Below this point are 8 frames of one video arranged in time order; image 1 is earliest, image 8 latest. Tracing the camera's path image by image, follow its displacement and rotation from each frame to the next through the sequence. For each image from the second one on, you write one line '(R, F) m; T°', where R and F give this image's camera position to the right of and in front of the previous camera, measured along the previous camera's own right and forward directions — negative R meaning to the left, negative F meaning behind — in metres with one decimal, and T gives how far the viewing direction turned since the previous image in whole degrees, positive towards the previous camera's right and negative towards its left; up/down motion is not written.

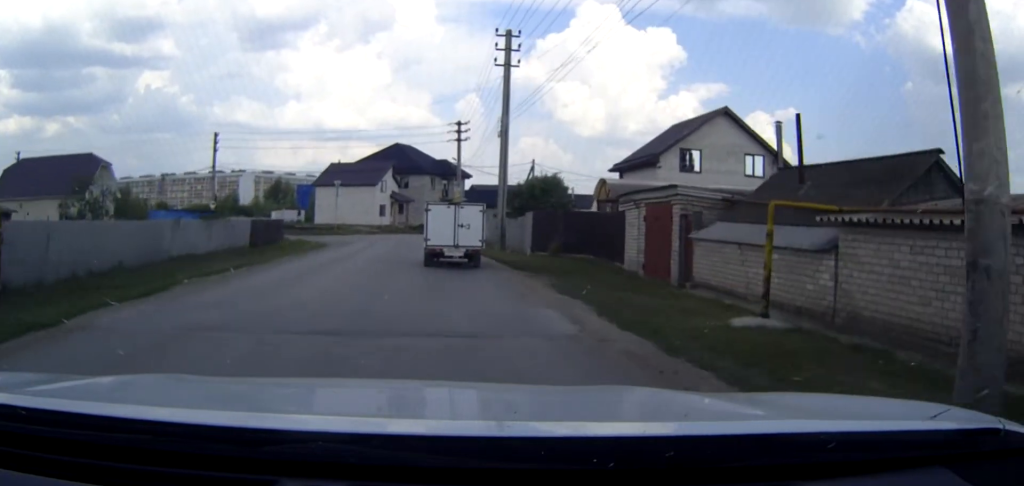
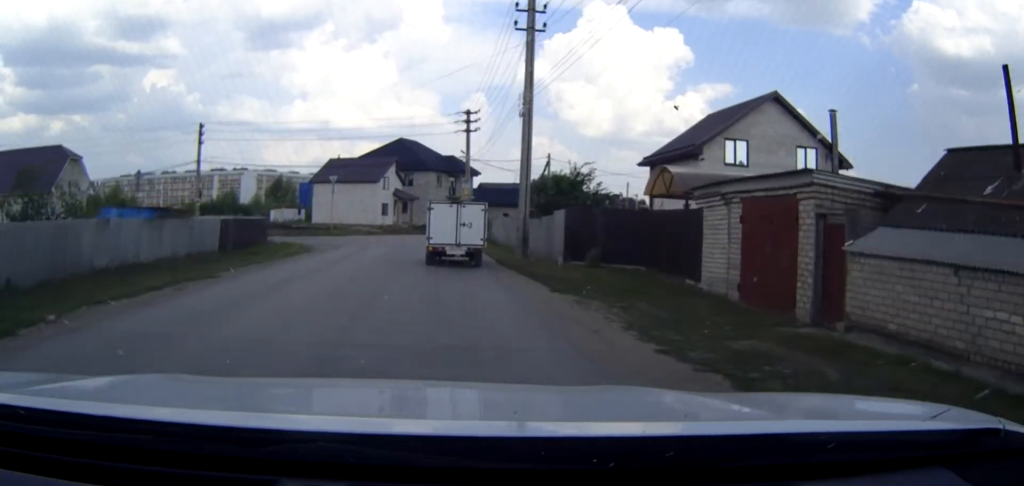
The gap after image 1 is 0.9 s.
(+0.1, +7.0) m; 0°
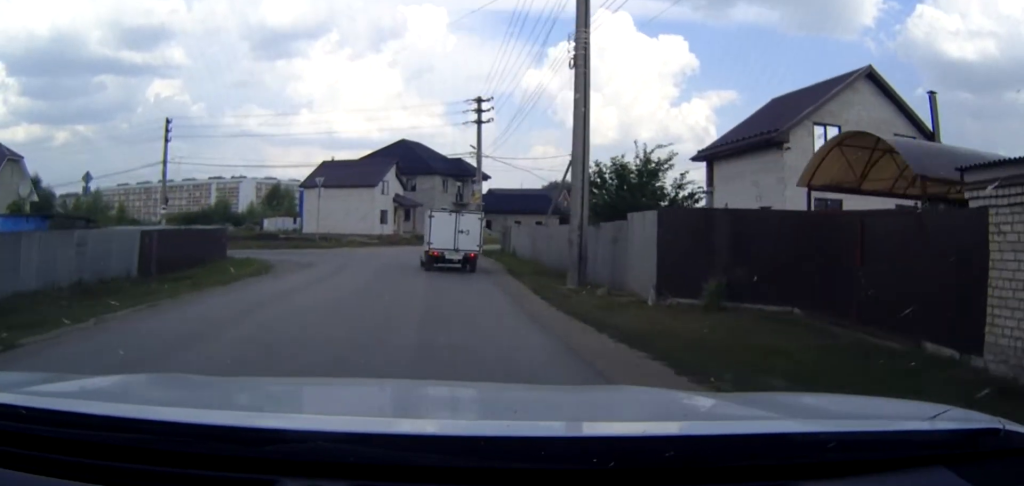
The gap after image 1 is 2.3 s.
(-0.1, +10.3) m; -1°
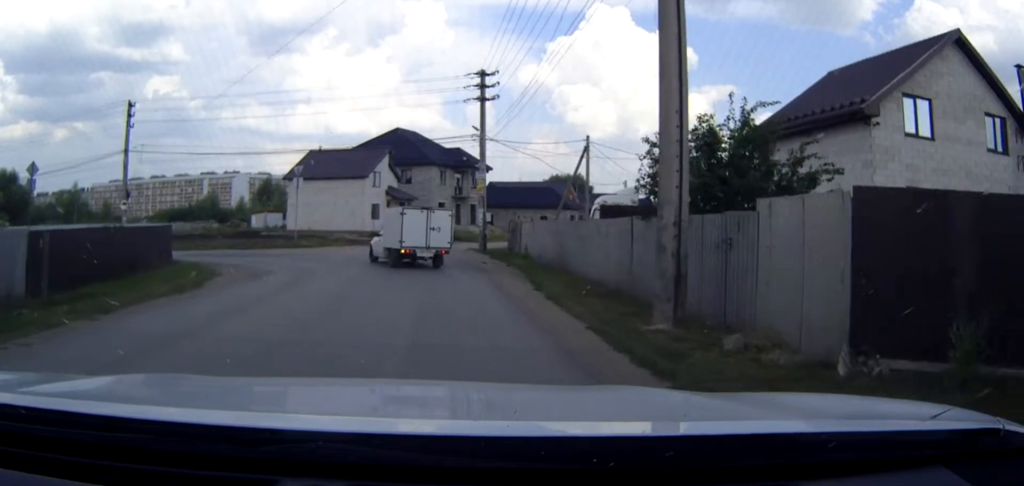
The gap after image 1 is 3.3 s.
(0.0, +7.1) m; 0°
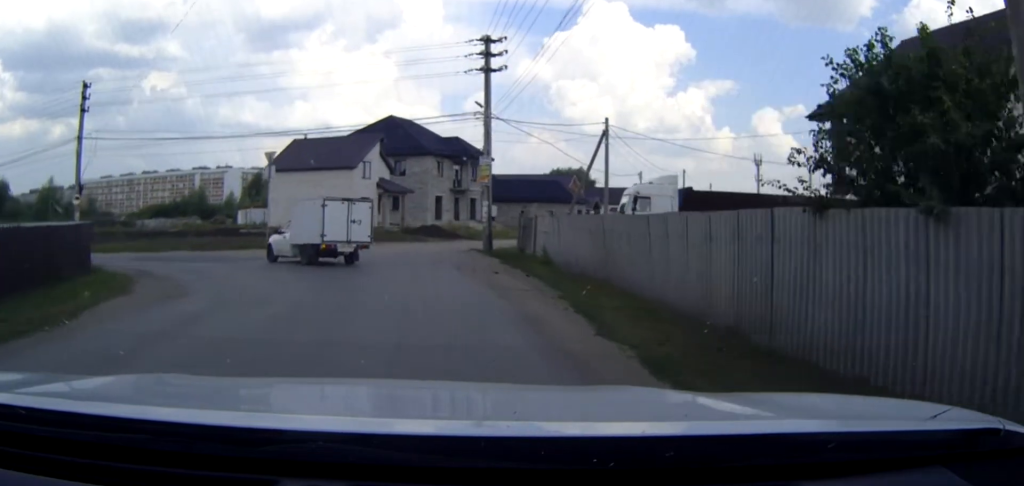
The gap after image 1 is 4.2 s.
(0.0, +6.6) m; 0°
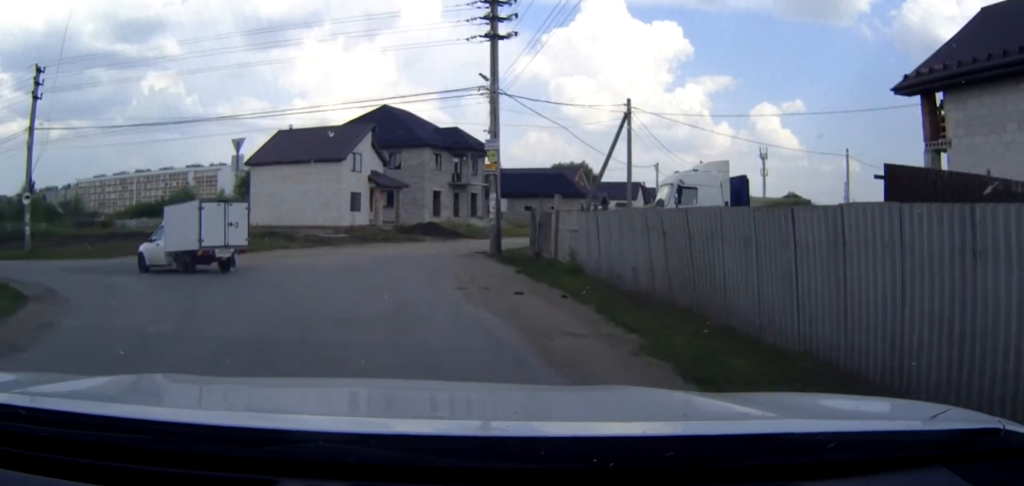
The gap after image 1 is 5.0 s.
(0.0, +5.9) m; 0°
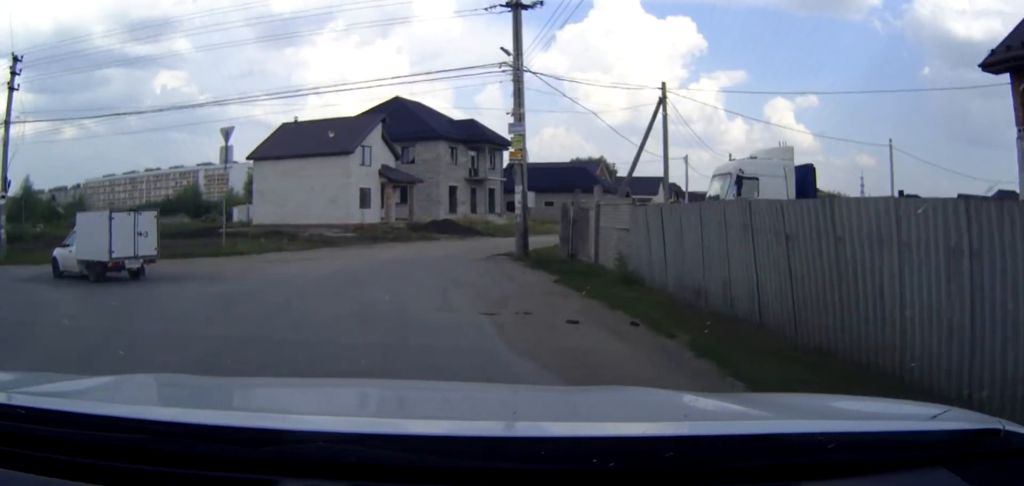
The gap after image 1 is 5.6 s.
(0.0, +4.0) m; -3°
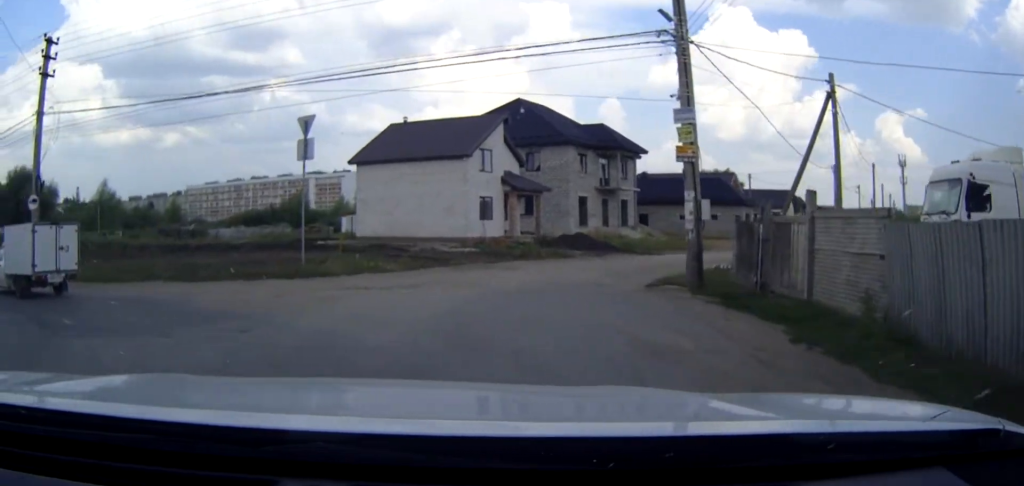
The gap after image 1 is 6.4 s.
(-0.2, +6.4) m; -8°
